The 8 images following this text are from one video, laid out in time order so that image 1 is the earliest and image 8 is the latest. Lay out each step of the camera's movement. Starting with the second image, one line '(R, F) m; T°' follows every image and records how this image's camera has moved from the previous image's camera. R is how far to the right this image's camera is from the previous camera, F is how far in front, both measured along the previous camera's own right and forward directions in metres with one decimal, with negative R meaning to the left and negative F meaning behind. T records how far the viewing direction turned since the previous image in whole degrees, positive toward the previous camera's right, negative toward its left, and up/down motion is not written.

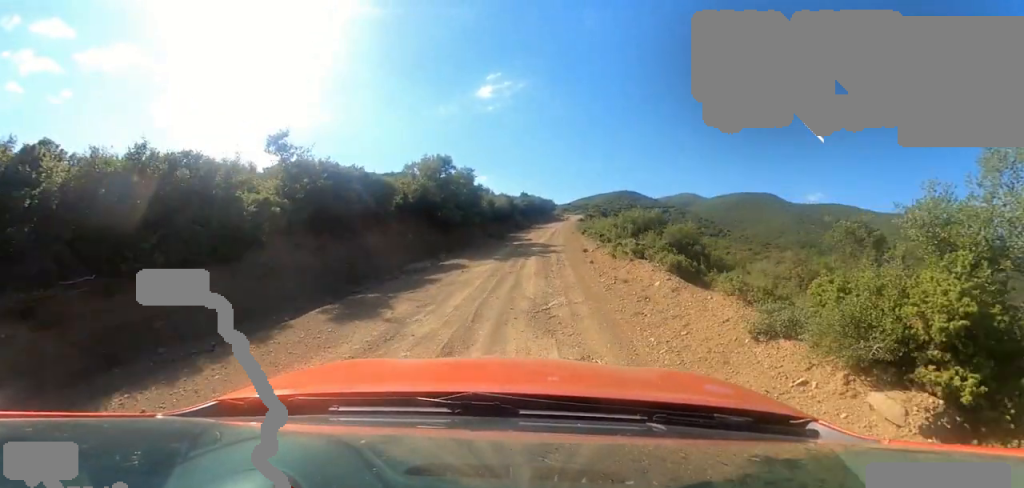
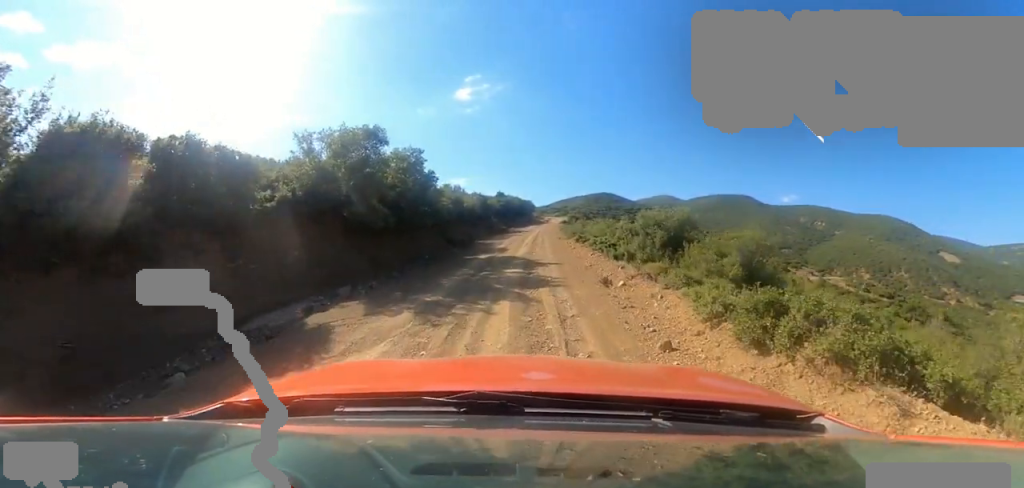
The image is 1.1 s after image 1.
(-0.6, +6.6) m; +3°
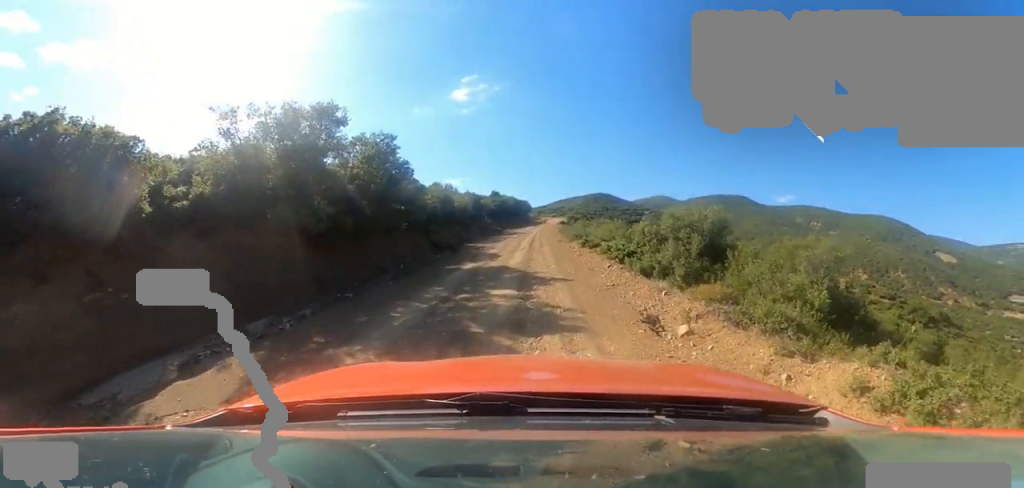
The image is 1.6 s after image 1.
(+0.7, +2.9) m; +4°
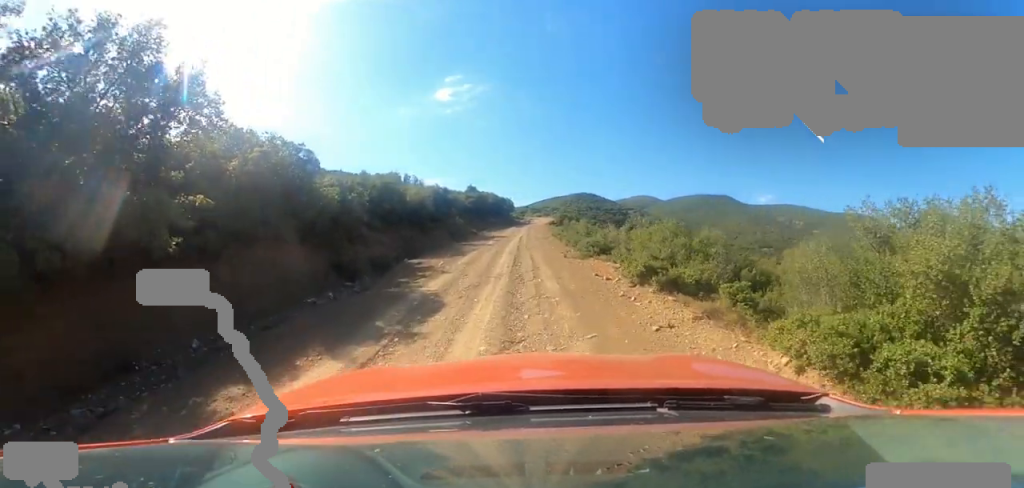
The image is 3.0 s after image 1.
(-0.7, +8.9) m; -4°
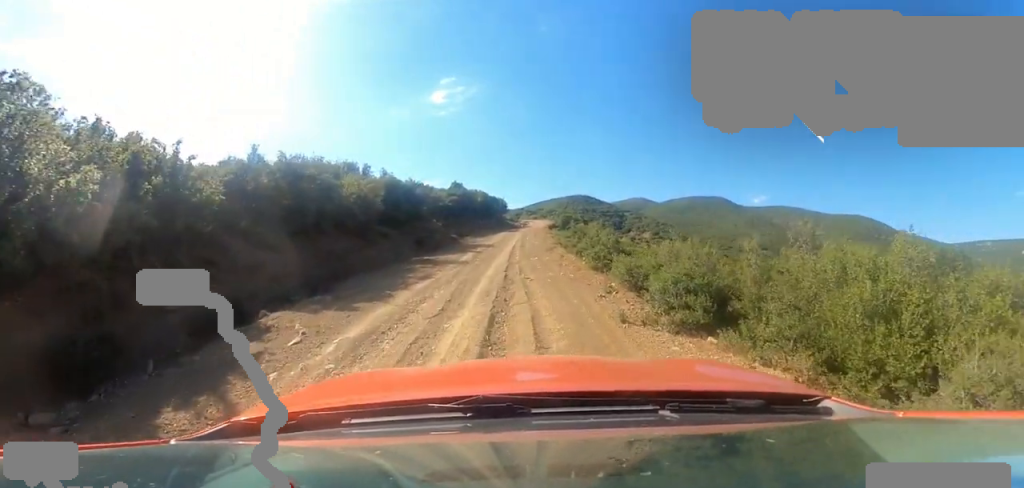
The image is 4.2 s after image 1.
(+0.6, +7.3) m; +10°
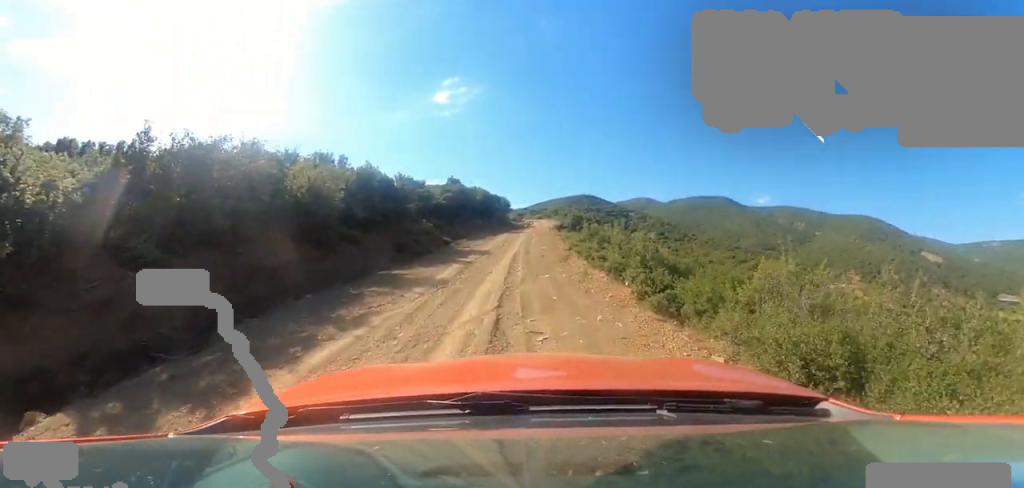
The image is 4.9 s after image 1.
(+0.2, +4.0) m; +2°
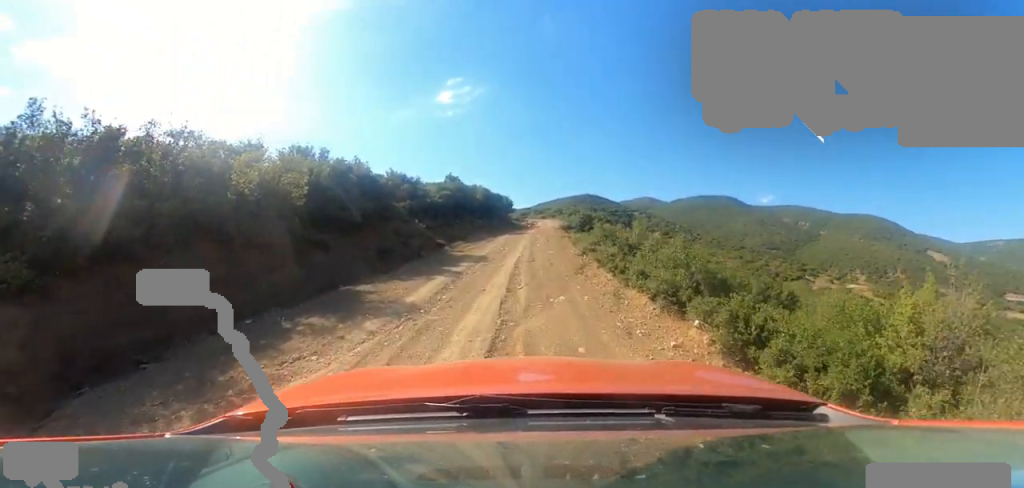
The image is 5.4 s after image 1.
(+0.1, +2.5) m; -3°
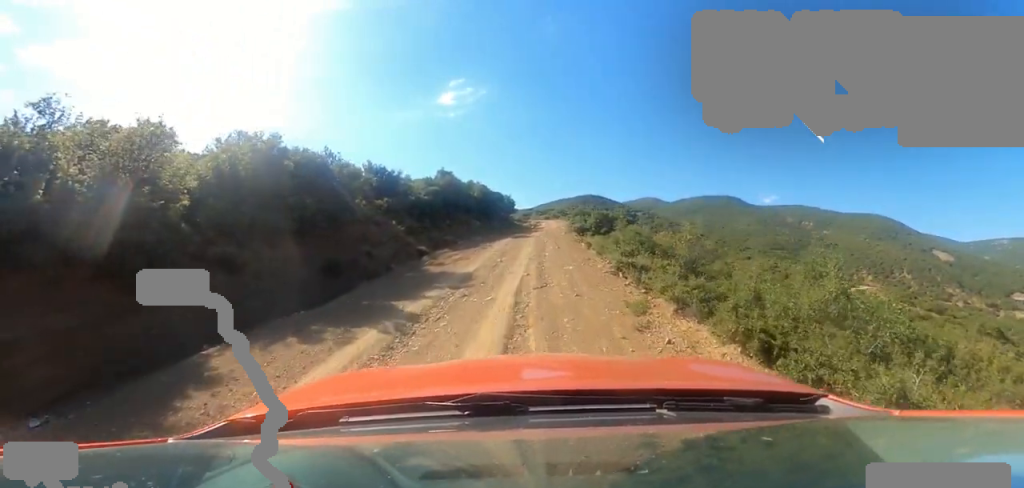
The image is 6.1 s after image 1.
(-0.2, +4.4) m; -6°
